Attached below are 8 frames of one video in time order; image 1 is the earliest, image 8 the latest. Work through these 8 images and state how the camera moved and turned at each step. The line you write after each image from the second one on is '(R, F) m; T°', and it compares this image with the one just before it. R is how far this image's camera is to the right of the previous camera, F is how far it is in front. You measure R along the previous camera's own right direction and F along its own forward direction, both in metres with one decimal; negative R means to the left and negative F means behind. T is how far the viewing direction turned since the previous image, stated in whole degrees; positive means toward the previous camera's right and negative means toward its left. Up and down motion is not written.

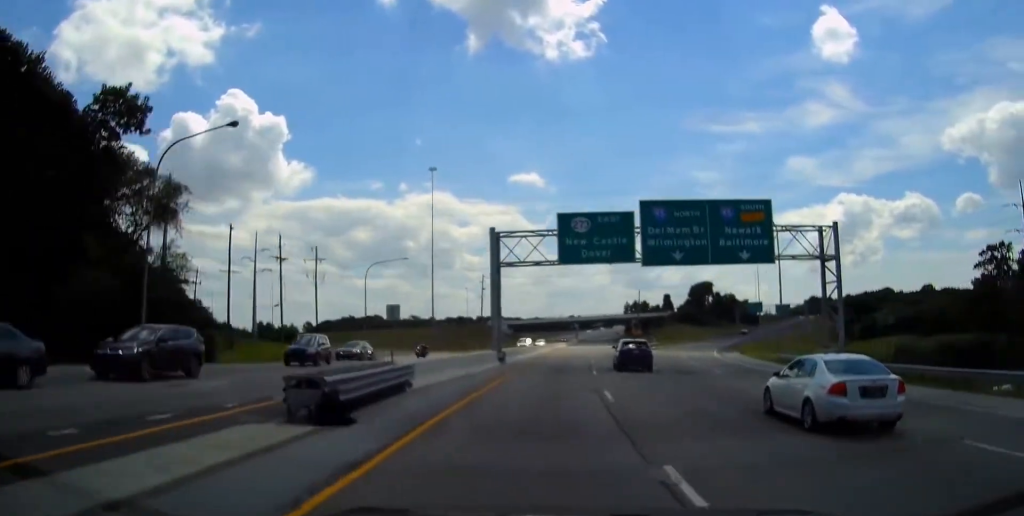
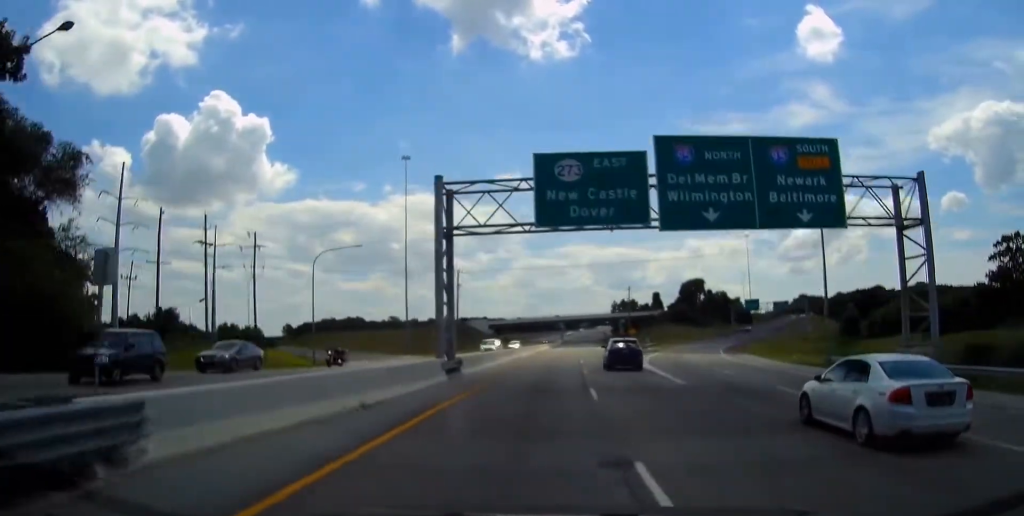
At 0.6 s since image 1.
(+0.1, +12.1) m; +2°
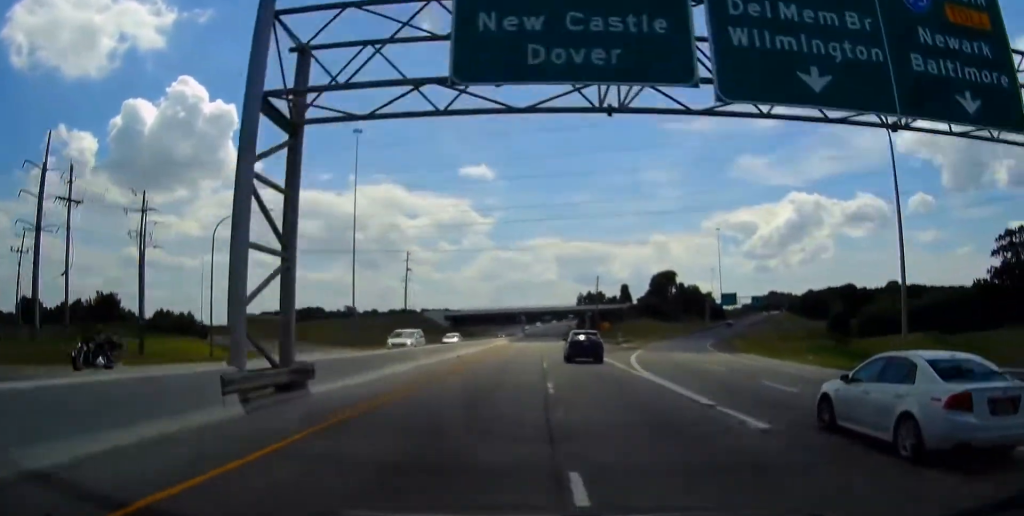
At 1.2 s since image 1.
(+0.3, +13.4) m; +2°
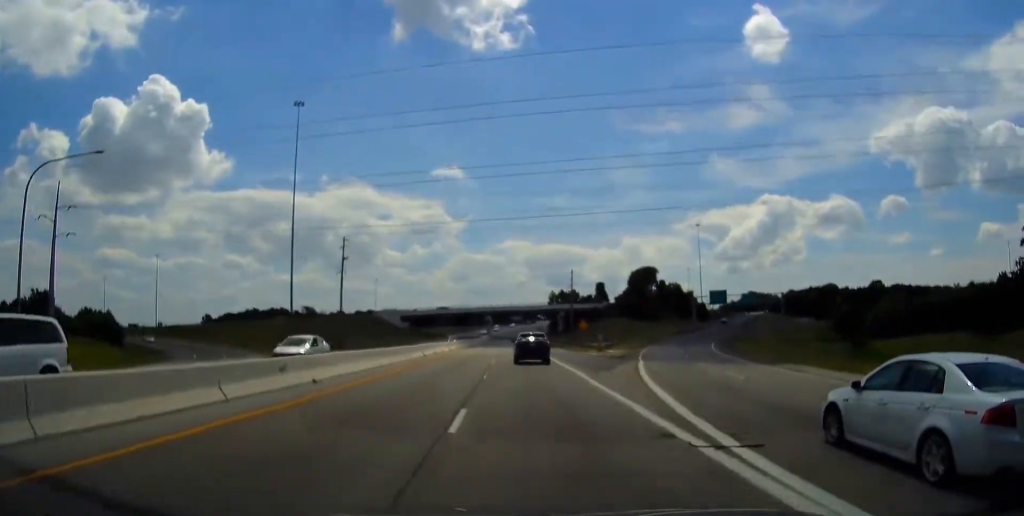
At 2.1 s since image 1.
(+0.5, +18.8) m; +3°
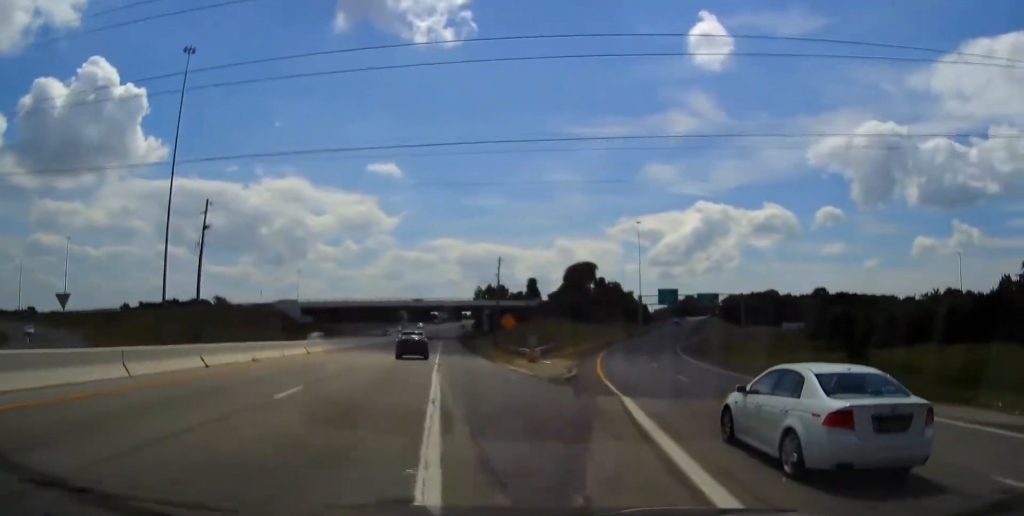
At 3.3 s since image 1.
(+0.9, +22.0) m; +5°
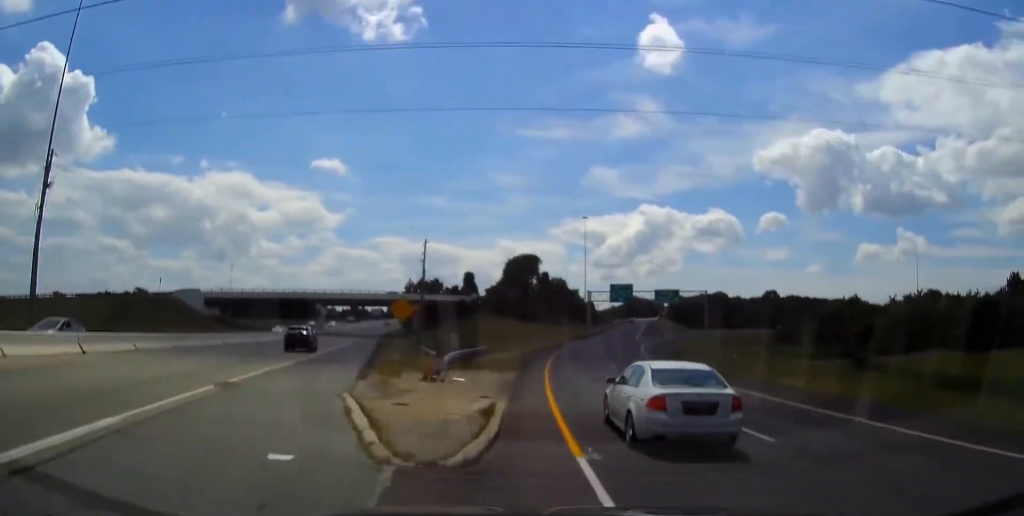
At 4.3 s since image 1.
(+0.8, +17.6) m; +4°
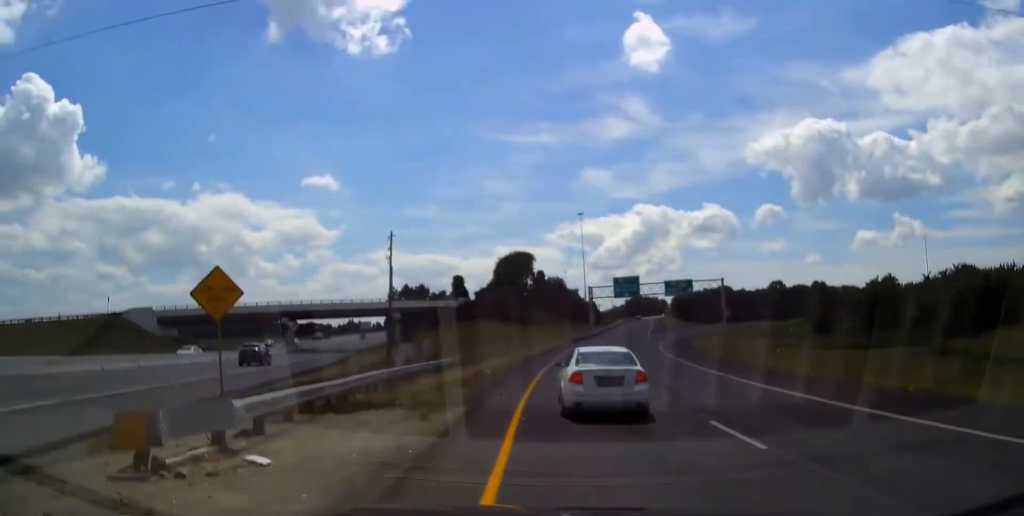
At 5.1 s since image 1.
(+0.4, +14.9) m; +2°
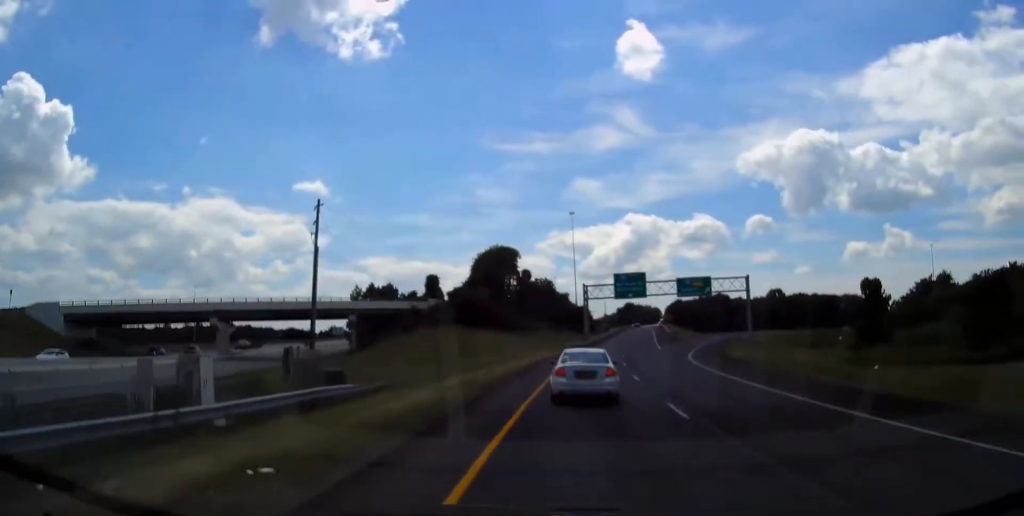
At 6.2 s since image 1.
(+0.2, +20.3) m; +2°
